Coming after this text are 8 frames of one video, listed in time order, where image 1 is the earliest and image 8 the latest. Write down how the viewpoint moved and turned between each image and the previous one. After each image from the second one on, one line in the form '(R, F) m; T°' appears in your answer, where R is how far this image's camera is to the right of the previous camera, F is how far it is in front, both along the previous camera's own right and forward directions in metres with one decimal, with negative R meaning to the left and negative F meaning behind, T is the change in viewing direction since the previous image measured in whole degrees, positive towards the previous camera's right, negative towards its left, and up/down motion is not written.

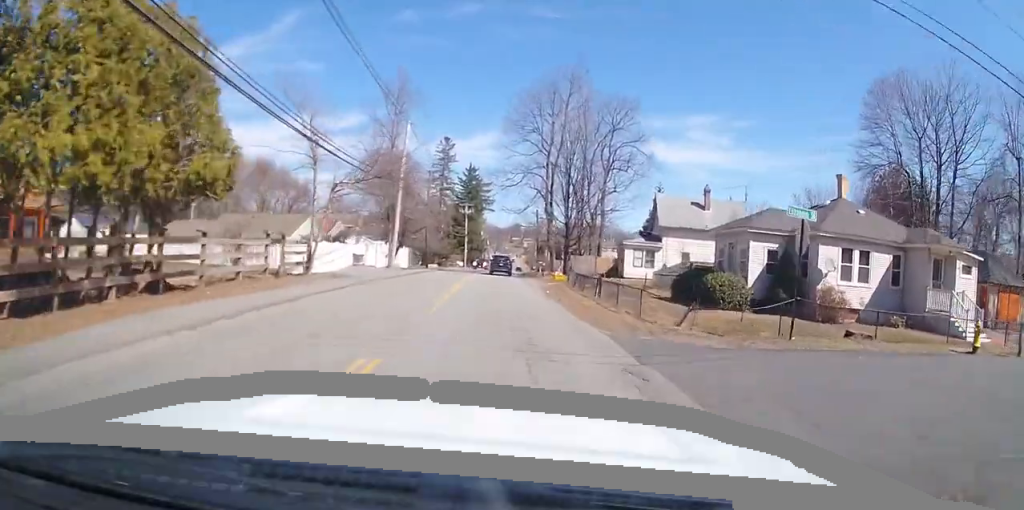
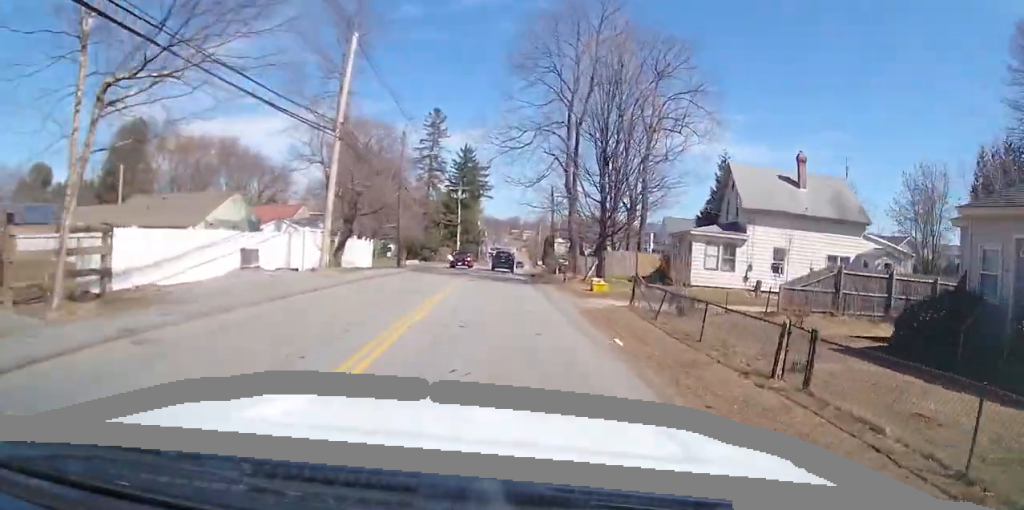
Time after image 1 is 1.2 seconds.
(0.0, +16.1) m; +1°
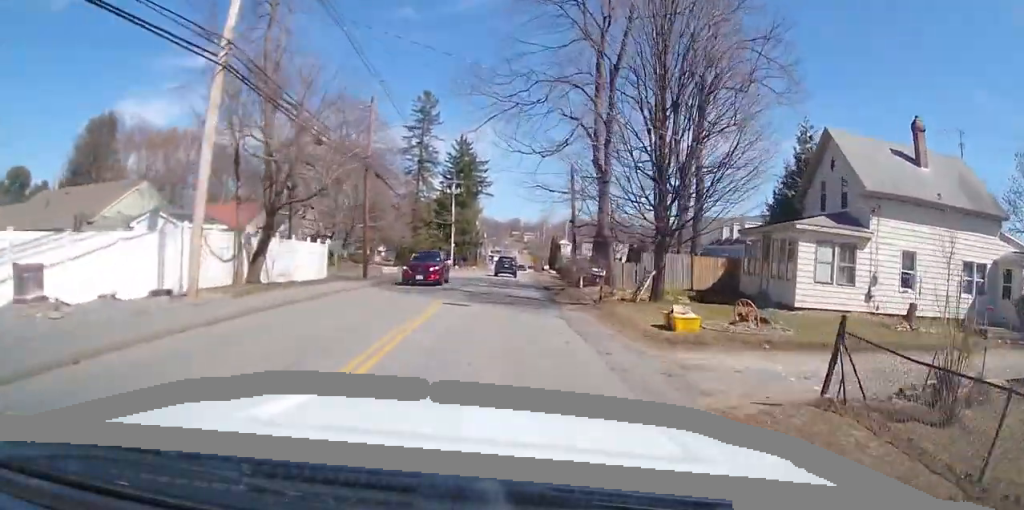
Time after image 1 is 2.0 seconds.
(0.0, +11.0) m; +1°
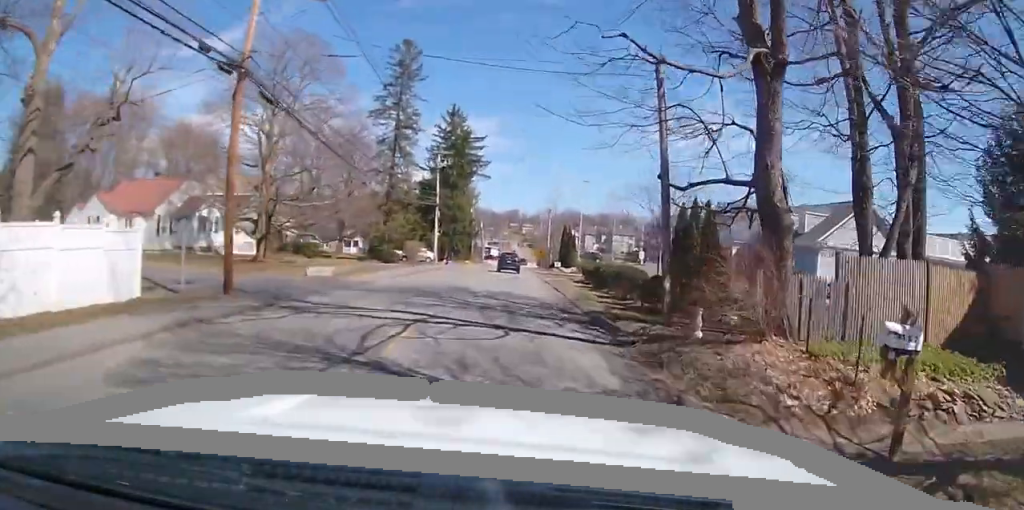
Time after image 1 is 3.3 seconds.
(+0.4, +16.2) m; +1°
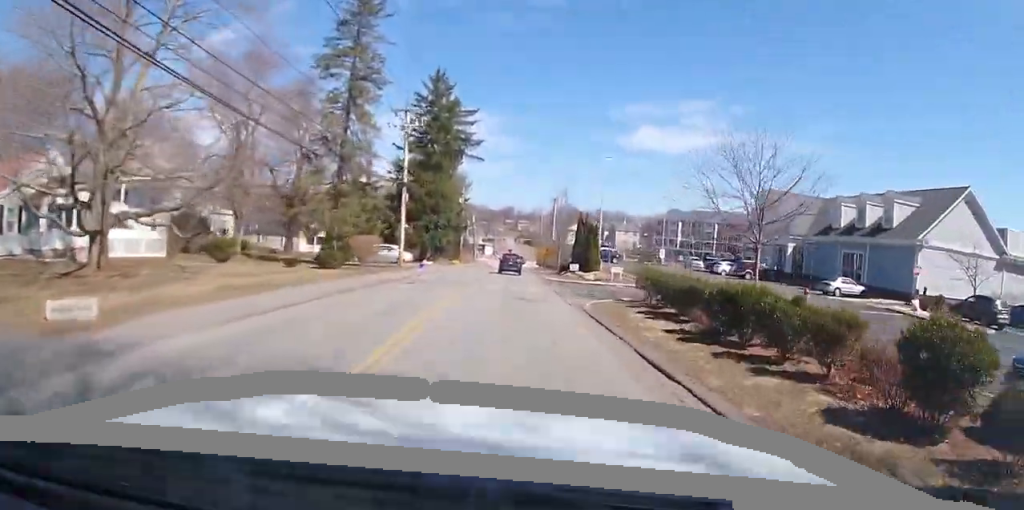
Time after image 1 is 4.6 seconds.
(0.0, +15.9) m; -1°
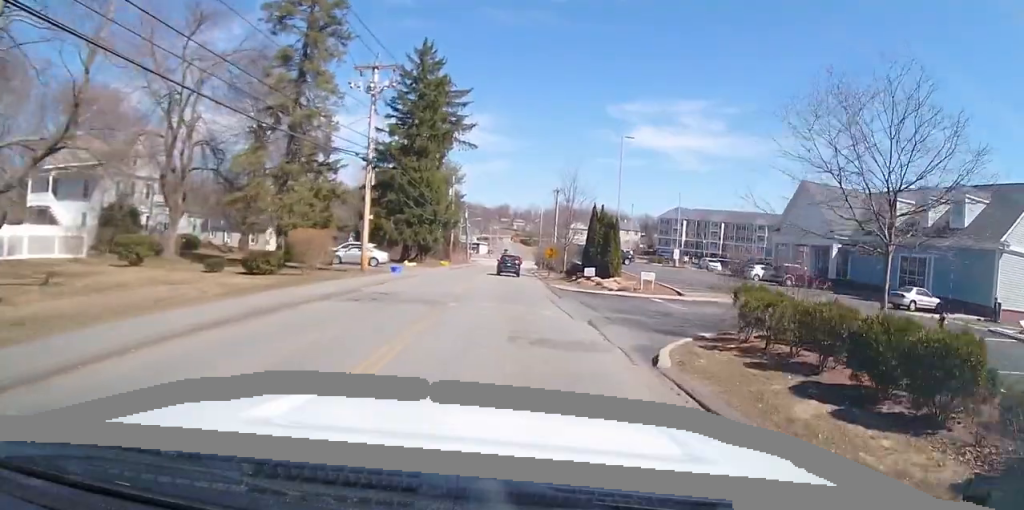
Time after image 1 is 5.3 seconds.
(-0.1, +9.1) m; 0°
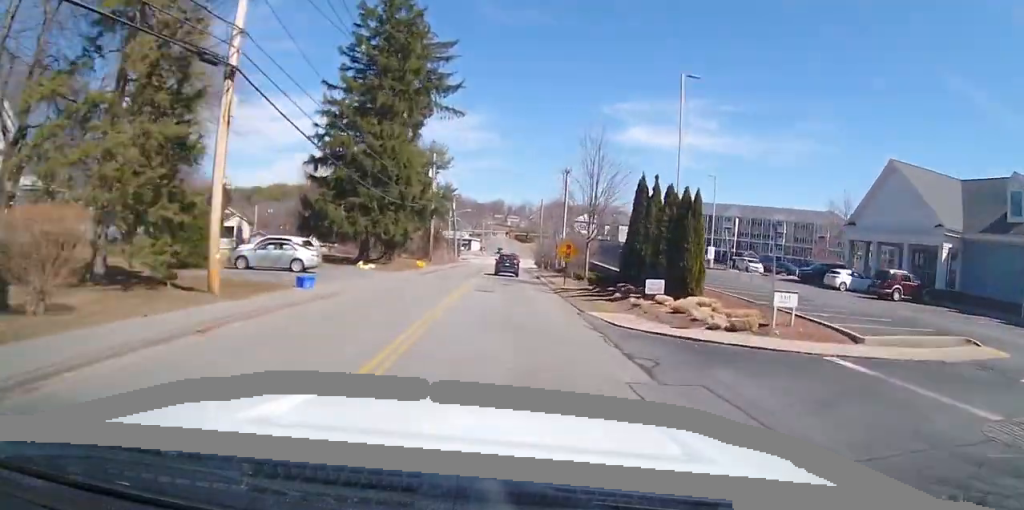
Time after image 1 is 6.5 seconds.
(+0.1, +14.7) m; +1°
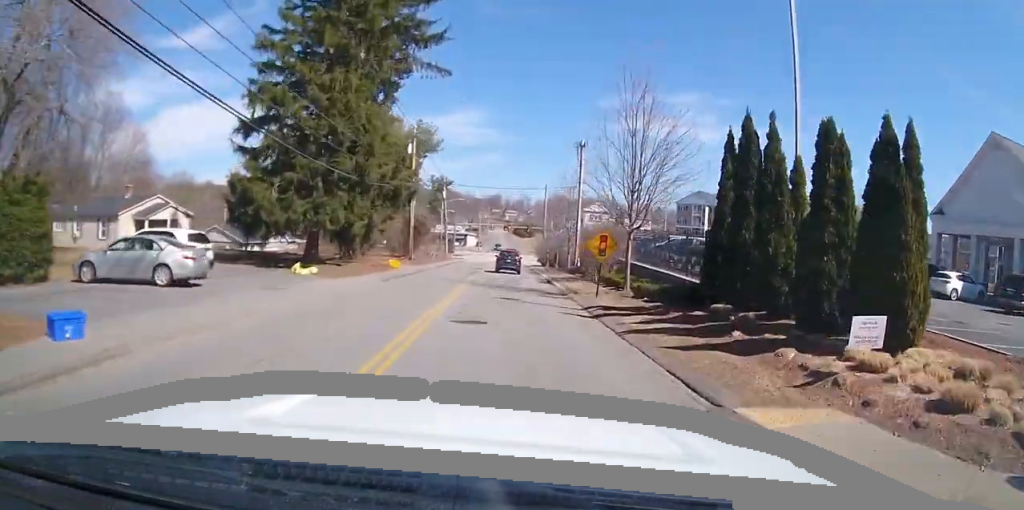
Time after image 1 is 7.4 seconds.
(+0.1, +11.0) m; +1°
